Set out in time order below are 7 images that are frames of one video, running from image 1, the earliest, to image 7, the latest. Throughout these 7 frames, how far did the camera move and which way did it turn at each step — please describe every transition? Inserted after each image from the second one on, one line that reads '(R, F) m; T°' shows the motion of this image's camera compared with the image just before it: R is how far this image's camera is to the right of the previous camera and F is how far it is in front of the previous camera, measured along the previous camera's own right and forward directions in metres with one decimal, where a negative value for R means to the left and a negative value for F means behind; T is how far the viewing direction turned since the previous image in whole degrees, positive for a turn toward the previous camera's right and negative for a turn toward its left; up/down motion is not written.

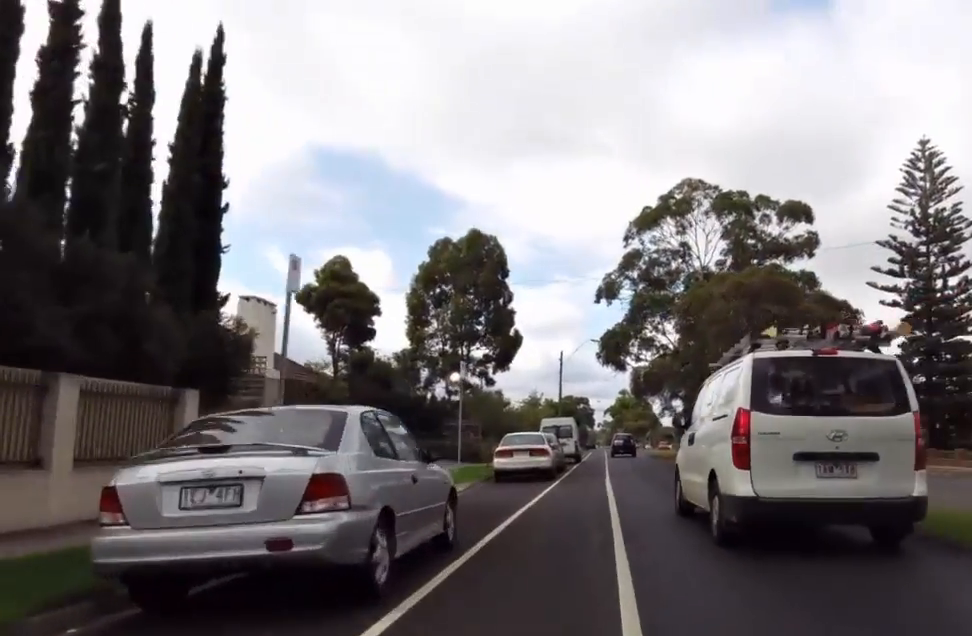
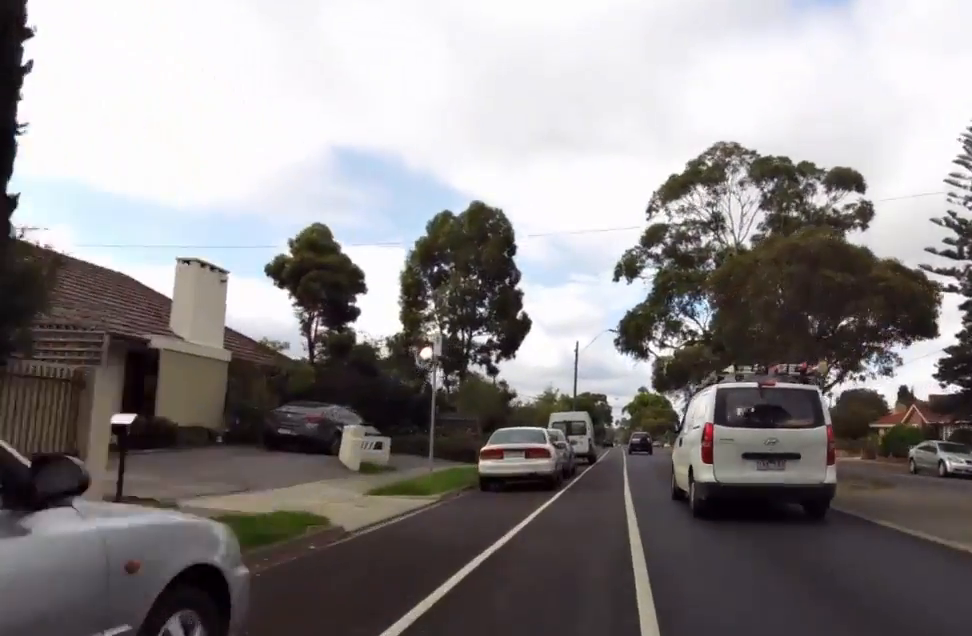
(0.0, +5.3) m; -3°
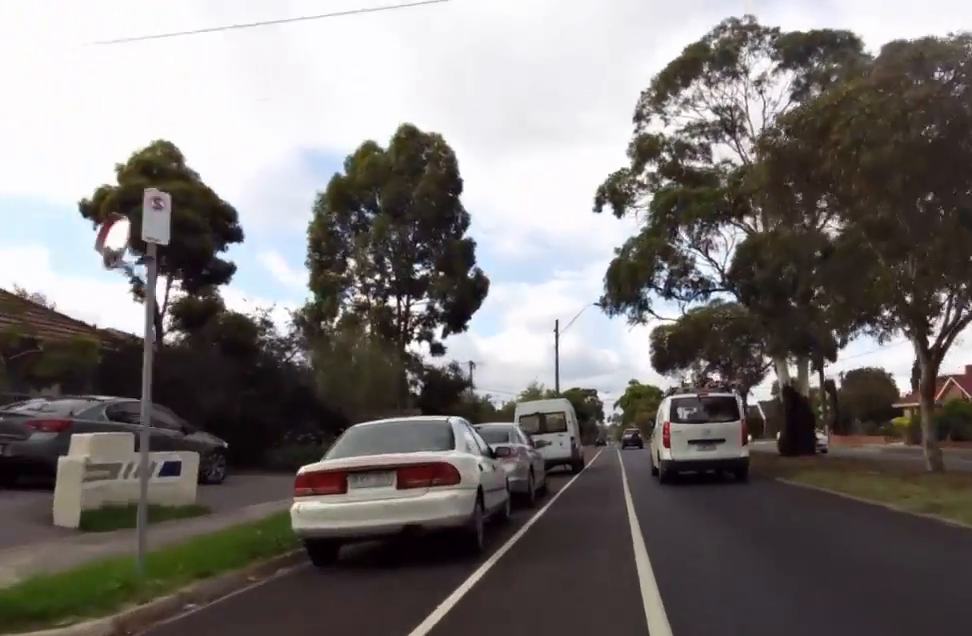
(-0.6, +9.7) m; -4°
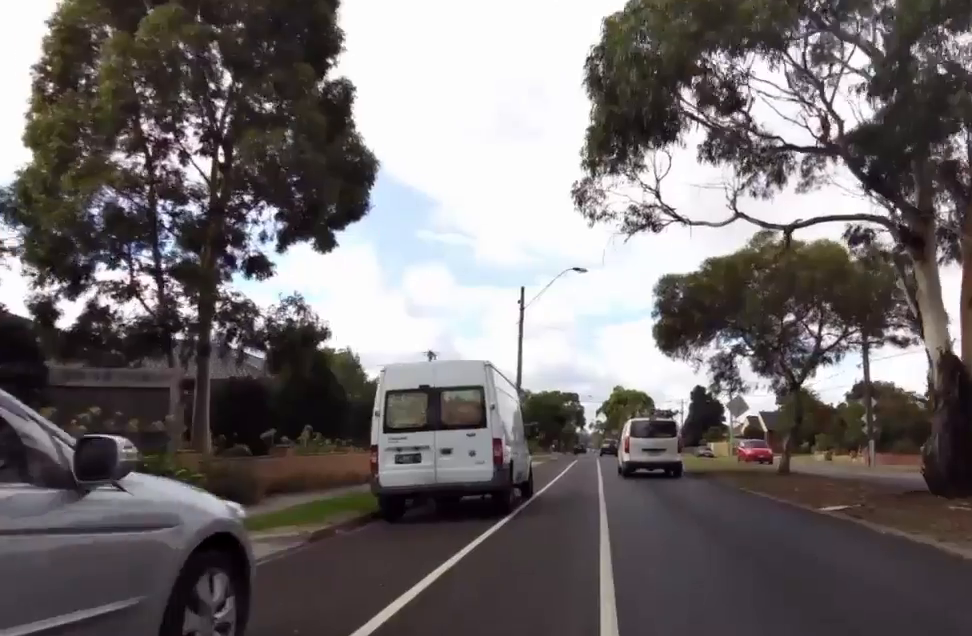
(+0.6, +13.3) m; 0°
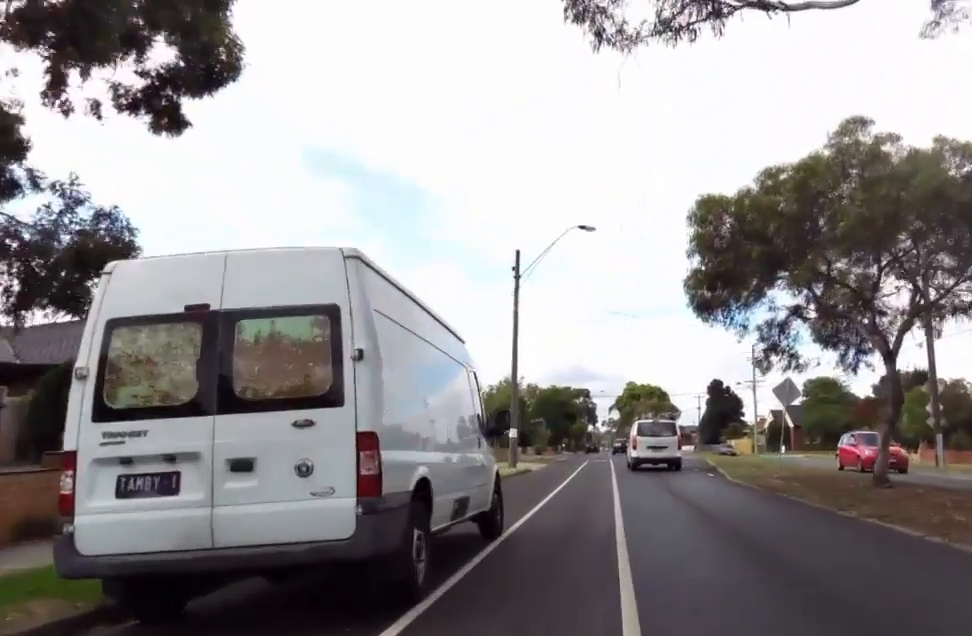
(-0.7, +7.0) m; -5°
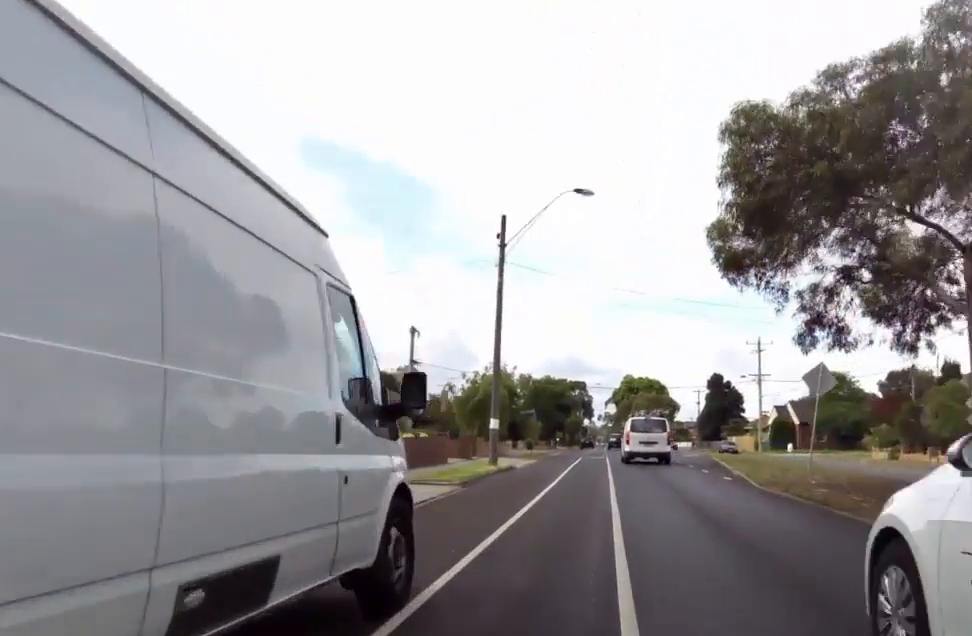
(-0.2, +4.4) m; -1°
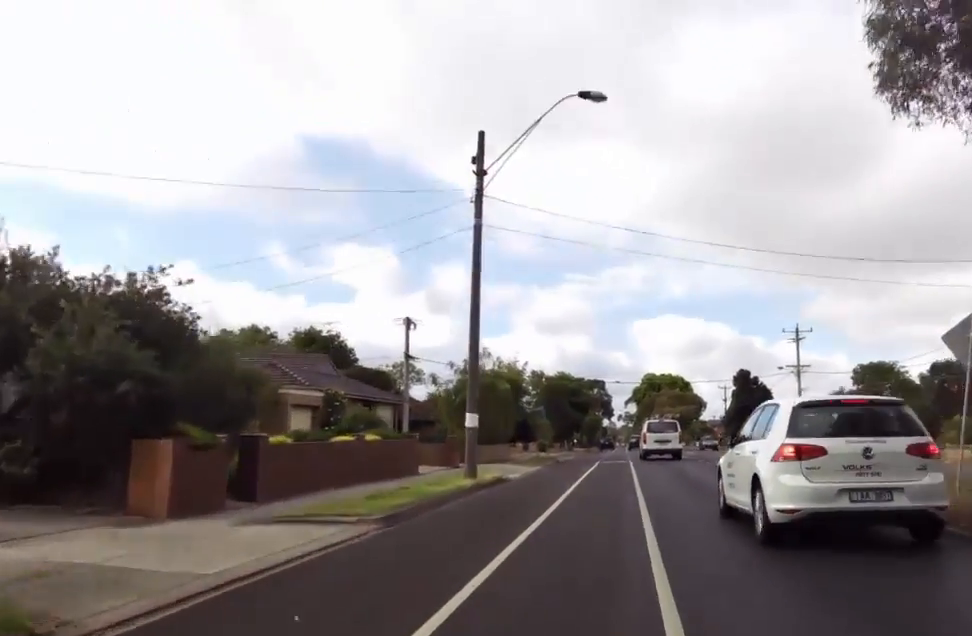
(-0.1, +7.8) m; +6°
